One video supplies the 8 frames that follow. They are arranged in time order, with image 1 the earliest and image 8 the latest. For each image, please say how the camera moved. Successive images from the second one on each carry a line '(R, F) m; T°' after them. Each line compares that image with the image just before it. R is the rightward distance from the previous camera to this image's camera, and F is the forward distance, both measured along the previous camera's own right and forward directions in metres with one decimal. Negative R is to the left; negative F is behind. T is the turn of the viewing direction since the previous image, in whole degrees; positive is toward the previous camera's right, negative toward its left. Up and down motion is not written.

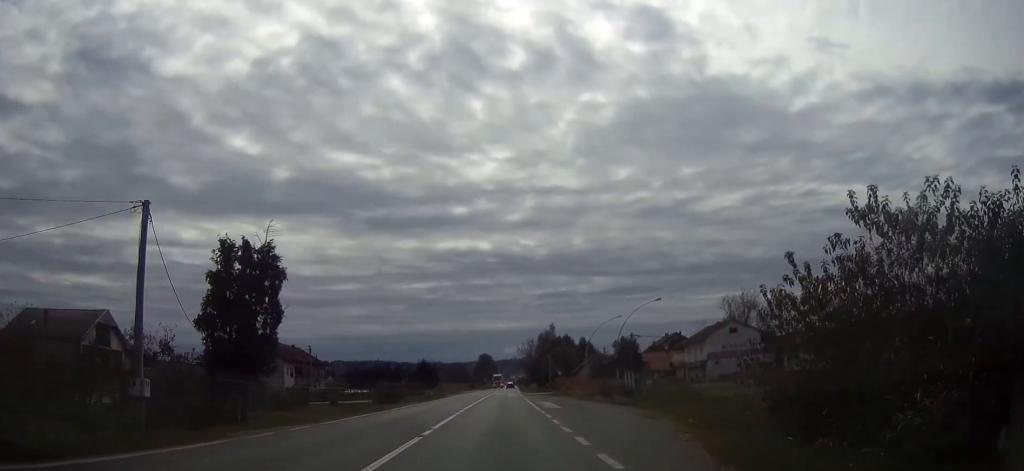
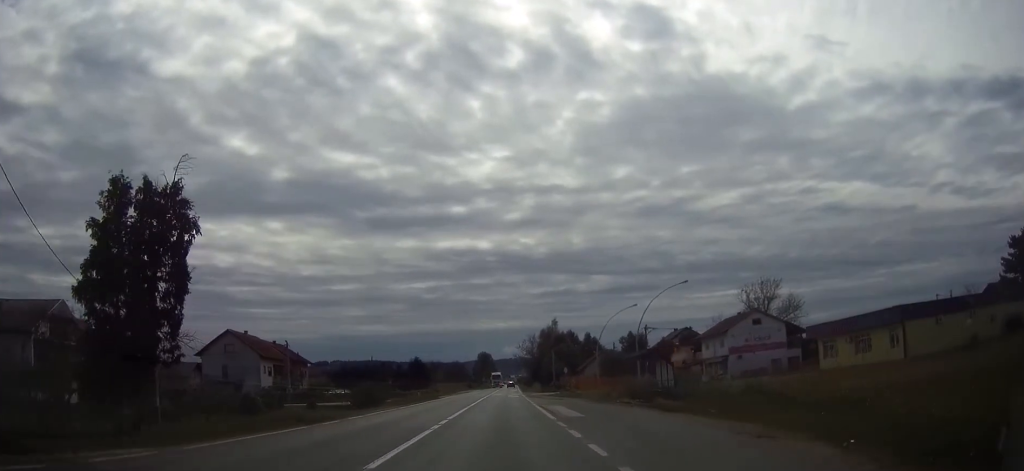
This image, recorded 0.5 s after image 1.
(+0.1, +9.7) m; 0°
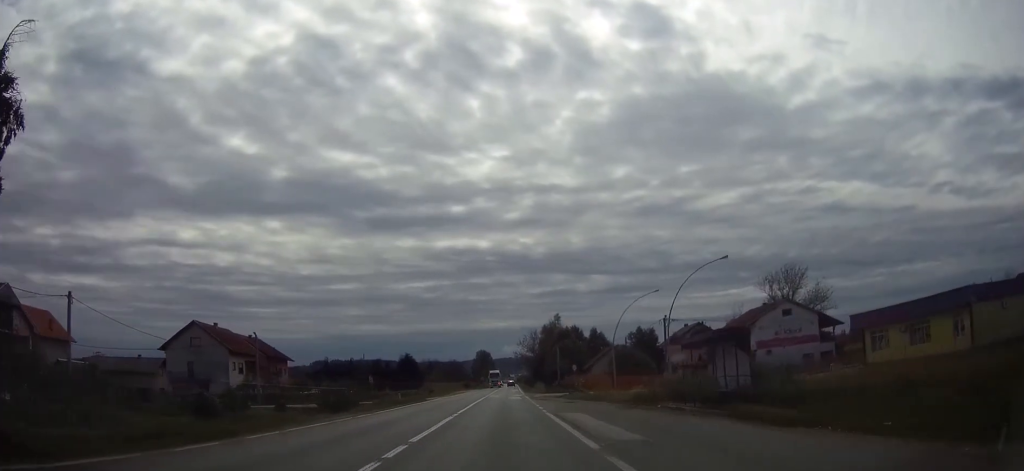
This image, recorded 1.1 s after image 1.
(0.0, +10.3) m; 0°
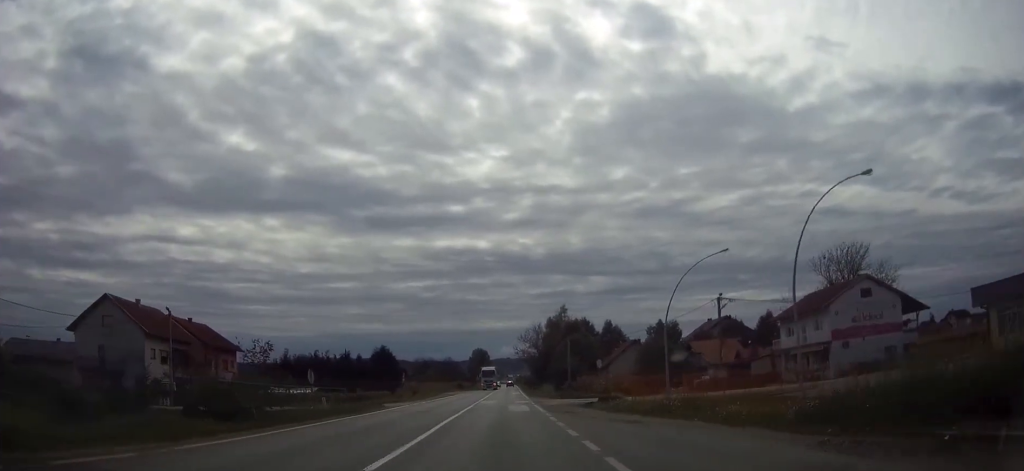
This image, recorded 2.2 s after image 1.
(-0.1, +19.7) m; 0°
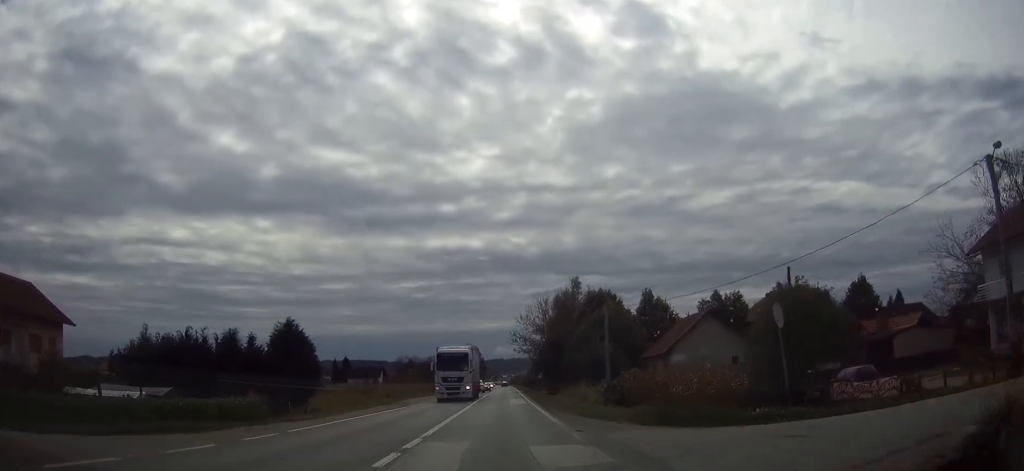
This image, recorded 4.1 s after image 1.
(+0.3, +37.3) m; 0°
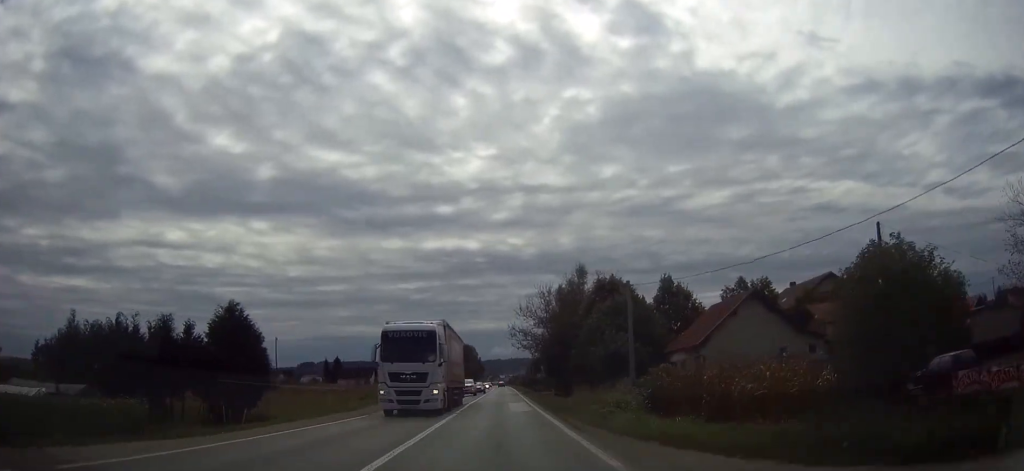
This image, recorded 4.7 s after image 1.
(0.0, +12.3) m; 0°
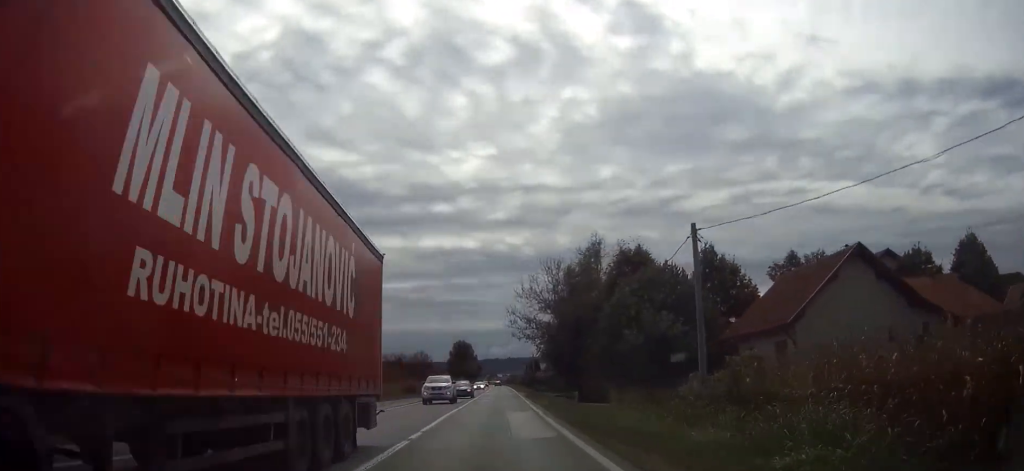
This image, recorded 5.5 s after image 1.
(0.0, +16.7) m; 0°
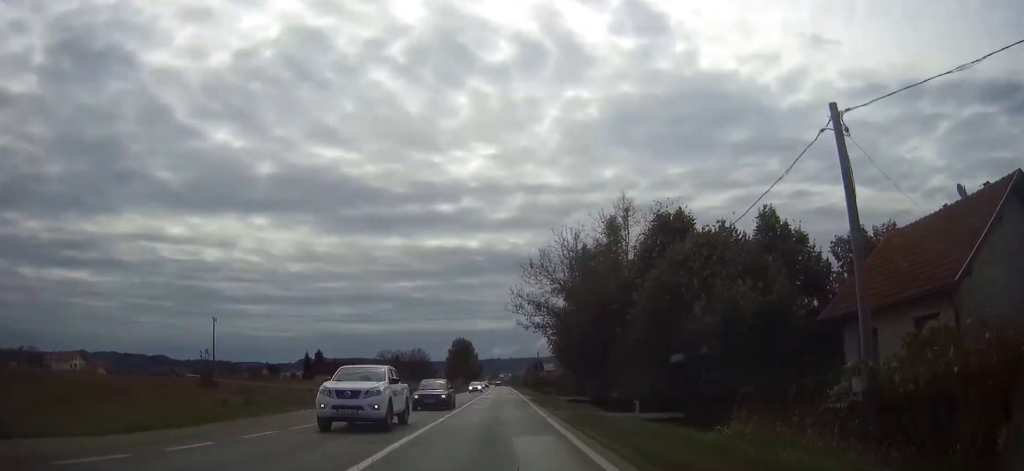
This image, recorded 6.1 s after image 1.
(0.0, +12.8) m; 0°
